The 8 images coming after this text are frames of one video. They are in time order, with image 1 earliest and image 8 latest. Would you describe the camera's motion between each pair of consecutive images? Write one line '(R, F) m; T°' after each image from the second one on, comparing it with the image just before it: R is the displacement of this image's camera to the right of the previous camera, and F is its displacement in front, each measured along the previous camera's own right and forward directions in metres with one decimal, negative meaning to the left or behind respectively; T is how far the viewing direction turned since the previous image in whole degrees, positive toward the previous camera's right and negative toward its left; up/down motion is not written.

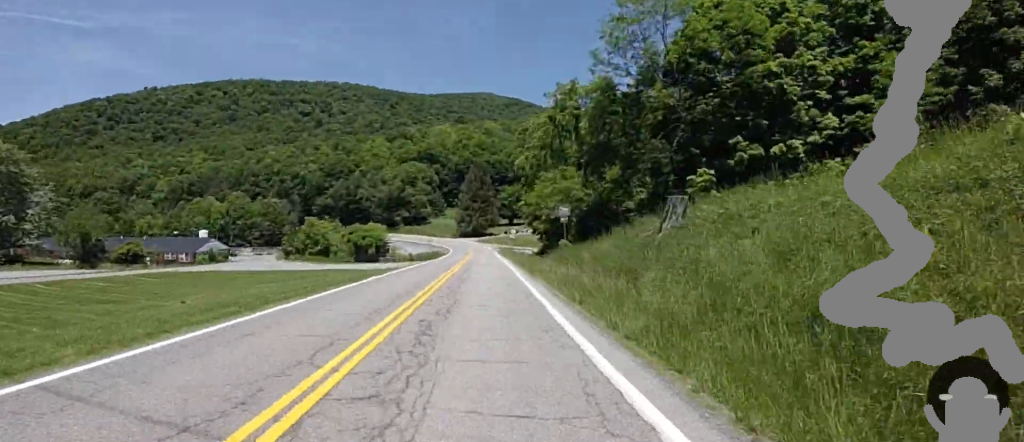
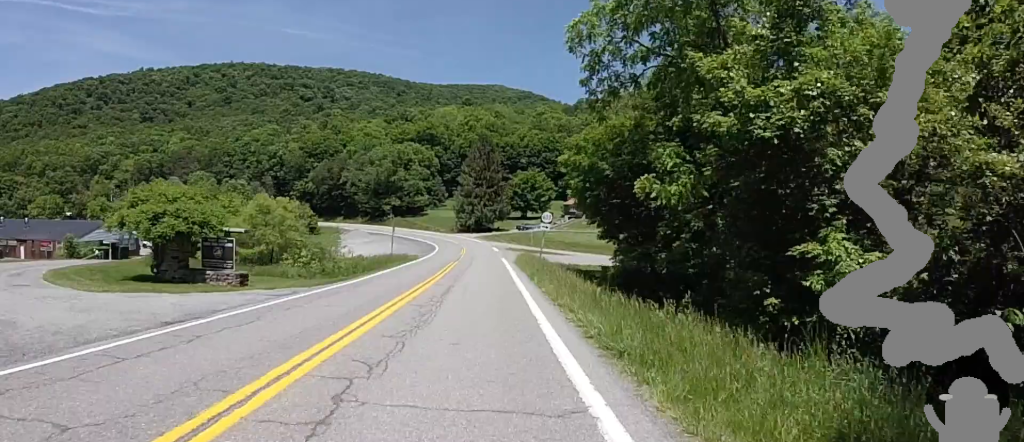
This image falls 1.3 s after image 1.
(+0.8, +27.6) m; +1°
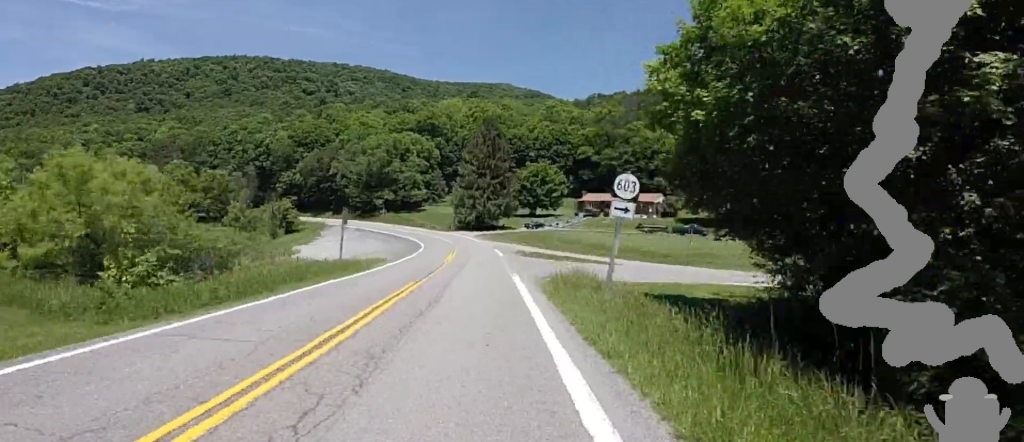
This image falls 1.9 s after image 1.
(-0.3, +14.2) m; -3°
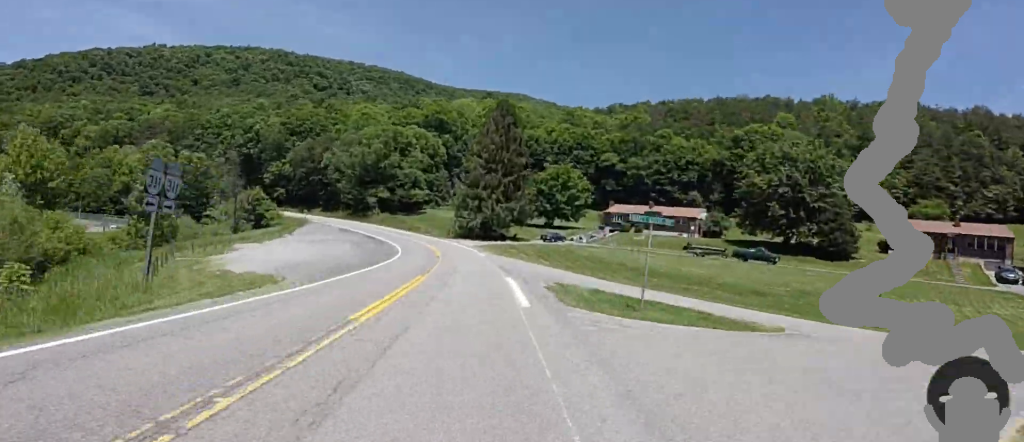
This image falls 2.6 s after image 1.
(-0.5, +15.7) m; -5°
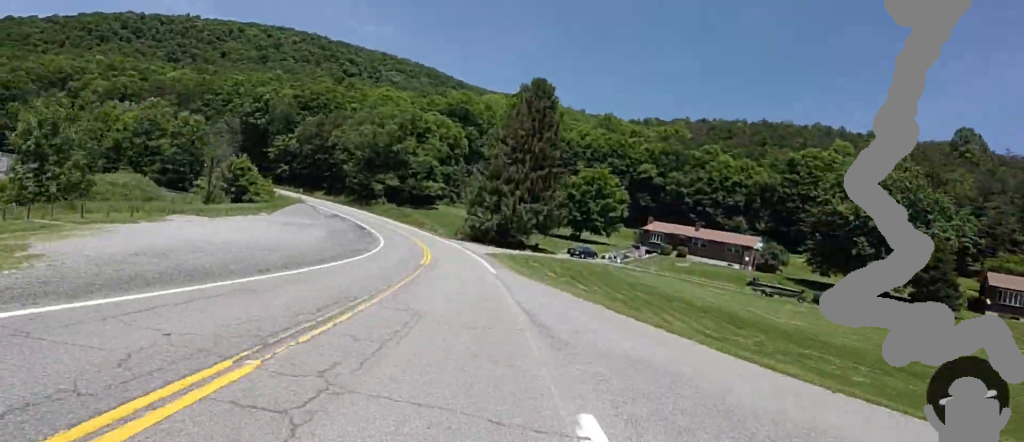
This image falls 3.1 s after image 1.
(+0.1, +12.0) m; -5°
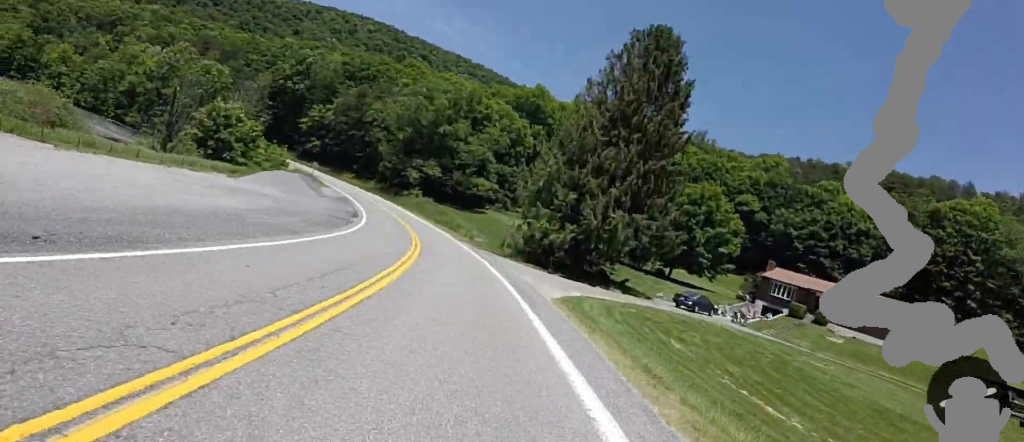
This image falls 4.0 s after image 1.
(-2.0, +19.9) m; -9°
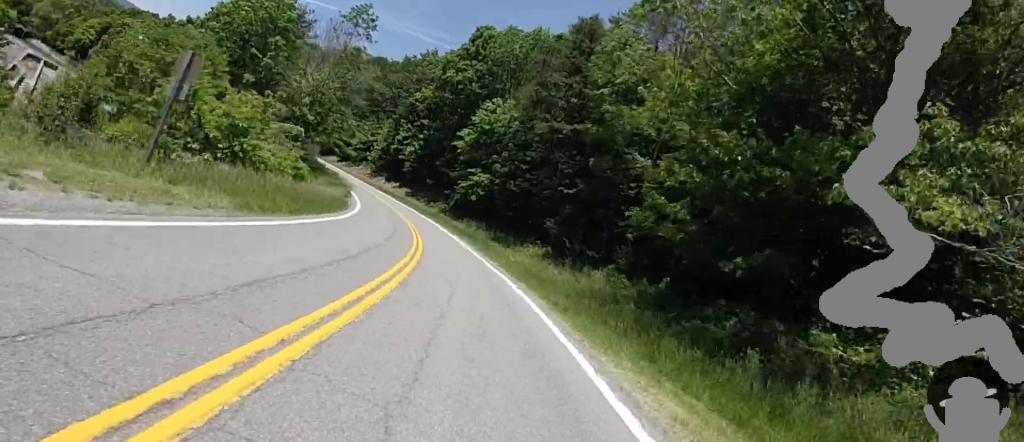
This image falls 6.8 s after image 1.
(-13.1, +58.1) m; -29°
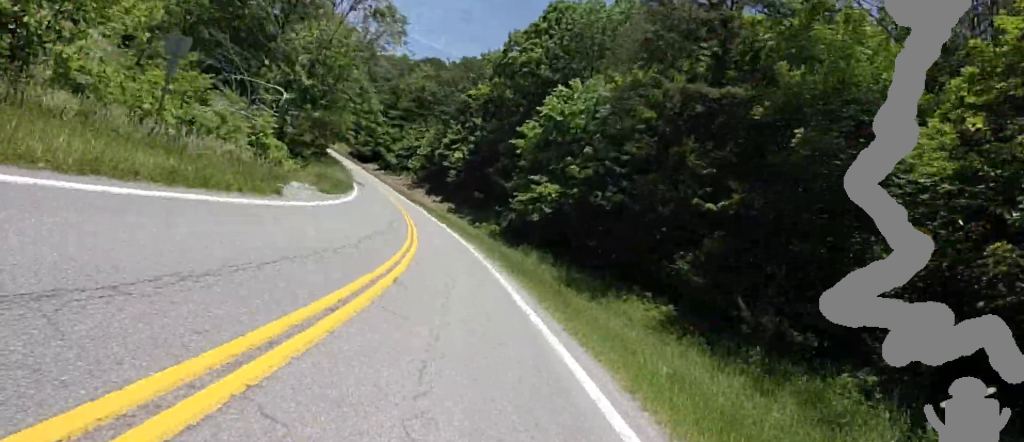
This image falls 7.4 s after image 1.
(-0.5, +12.1) m; -9°
